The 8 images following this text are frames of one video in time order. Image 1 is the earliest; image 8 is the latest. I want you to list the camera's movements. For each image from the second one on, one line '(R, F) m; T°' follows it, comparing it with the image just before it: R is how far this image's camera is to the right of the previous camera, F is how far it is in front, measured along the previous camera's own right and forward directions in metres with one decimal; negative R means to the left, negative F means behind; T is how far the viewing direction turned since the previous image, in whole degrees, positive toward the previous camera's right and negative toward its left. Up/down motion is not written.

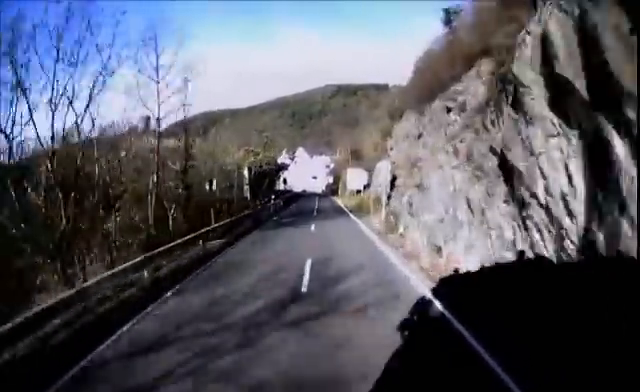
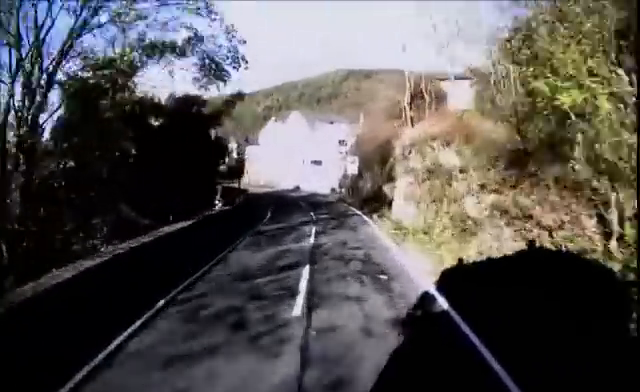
(0.0, +35.6) m; -3°
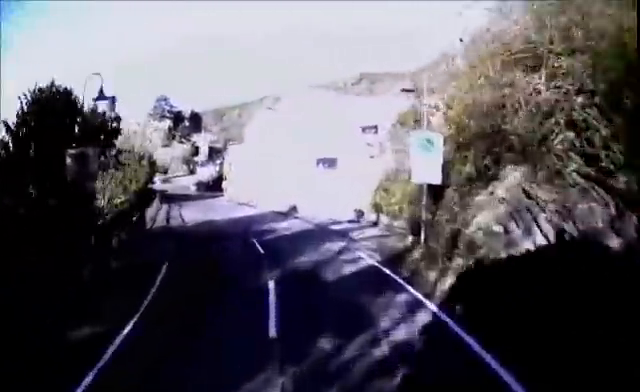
(-1.0, +19.3) m; -12°
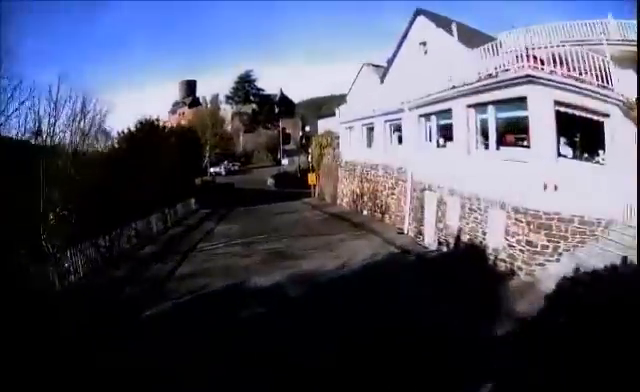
(-2.4, +15.4) m; -16°
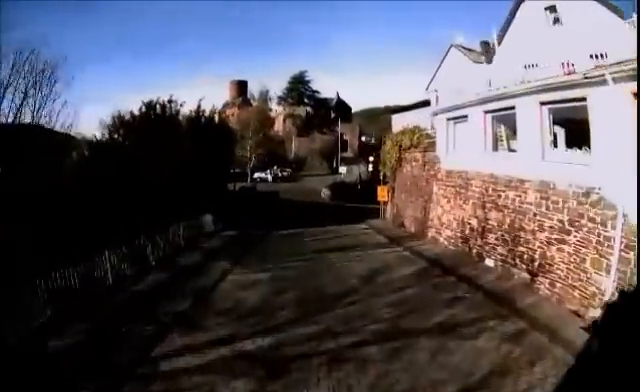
(-0.6, +7.6) m; -6°
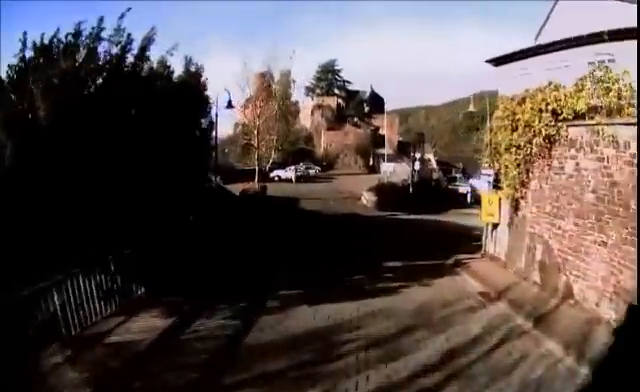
(-0.5, +10.3) m; -1°
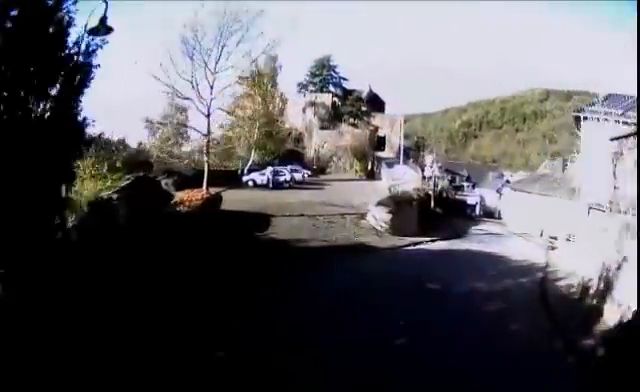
(0.0, +8.3) m; +6°
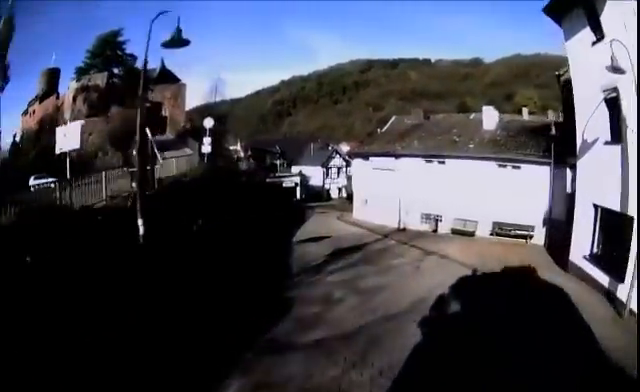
(+3.9, +17.2) m; +21°
